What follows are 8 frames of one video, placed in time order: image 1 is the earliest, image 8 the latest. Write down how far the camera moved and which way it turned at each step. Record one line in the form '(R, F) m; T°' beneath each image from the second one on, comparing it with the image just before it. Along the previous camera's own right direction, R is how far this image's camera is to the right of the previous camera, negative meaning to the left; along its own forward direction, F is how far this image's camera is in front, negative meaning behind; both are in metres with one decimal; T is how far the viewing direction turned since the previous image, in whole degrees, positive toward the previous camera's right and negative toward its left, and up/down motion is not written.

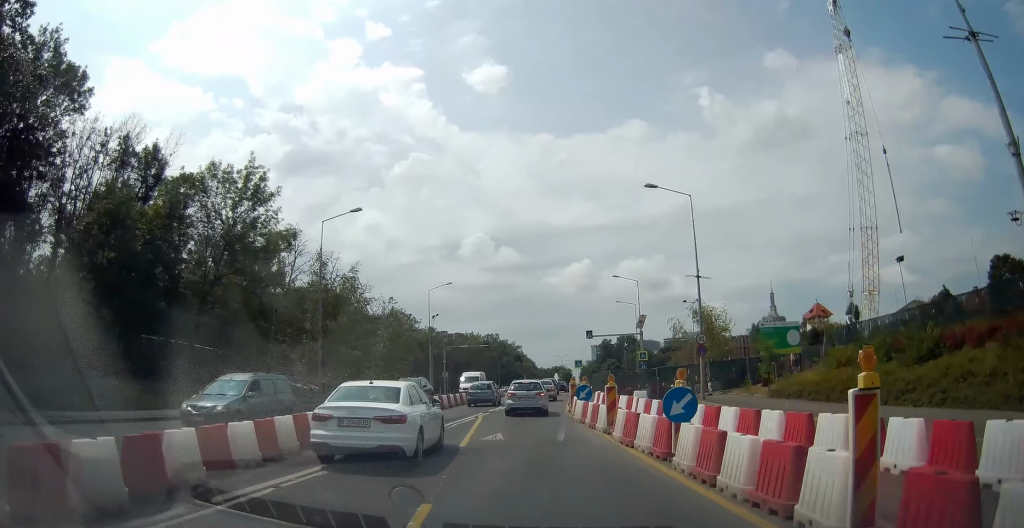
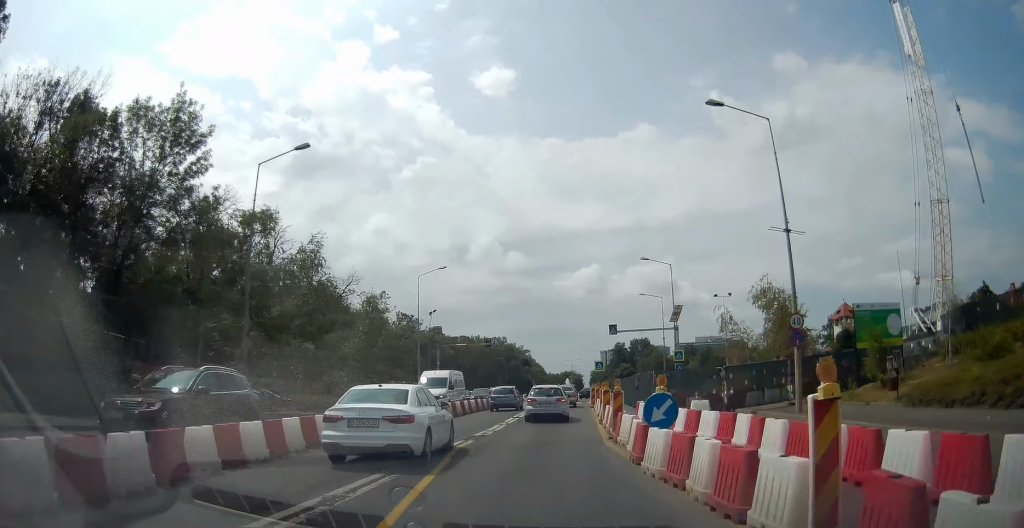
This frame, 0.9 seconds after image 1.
(-0.1, +12.2) m; 0°
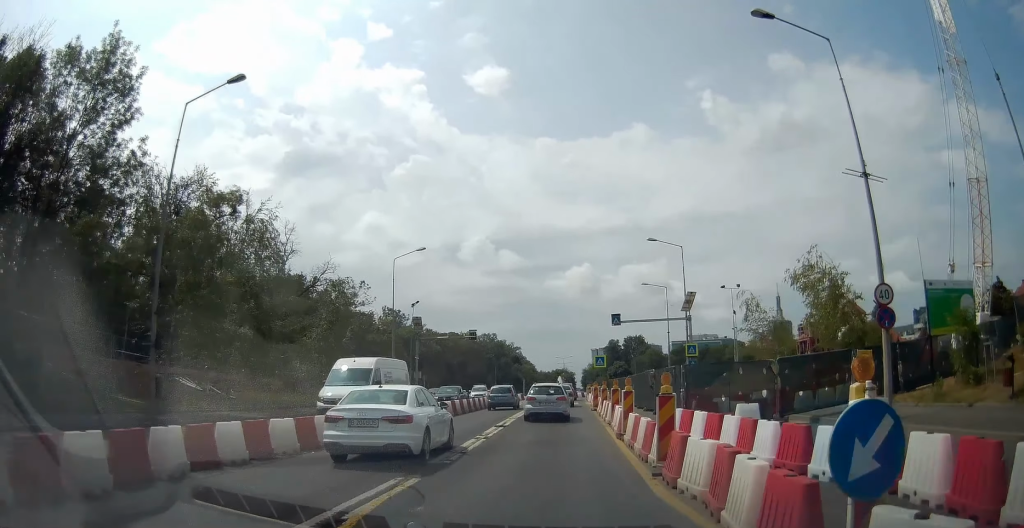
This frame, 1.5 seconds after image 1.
(0.0, +7.3) m; 0°
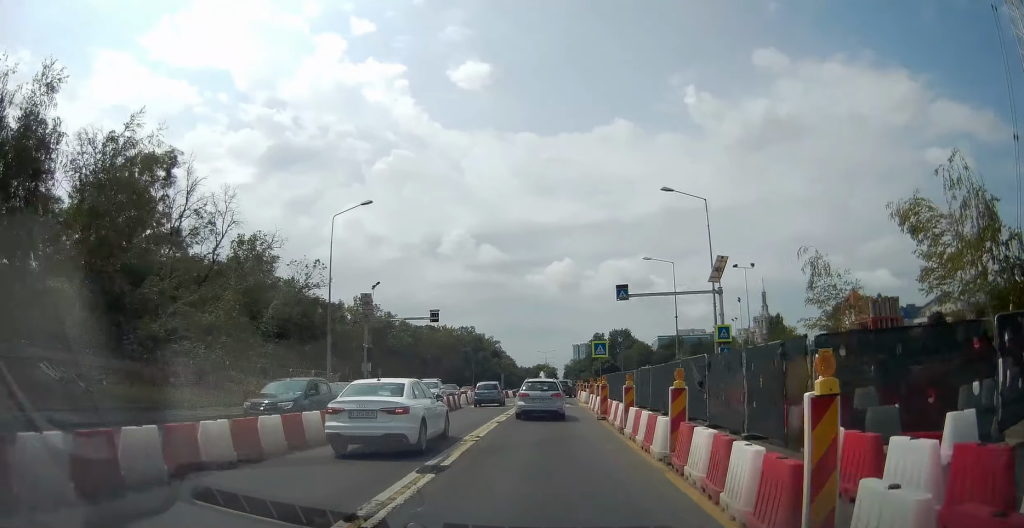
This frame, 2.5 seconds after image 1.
(+0.1, +11.5) m; +2°
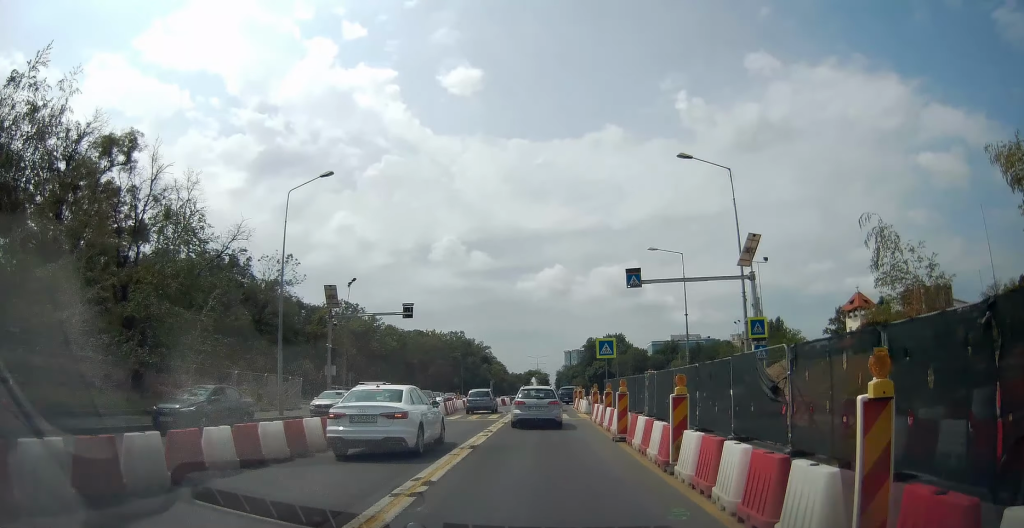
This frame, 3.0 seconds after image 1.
(+0.2, +6.2) m; +1°
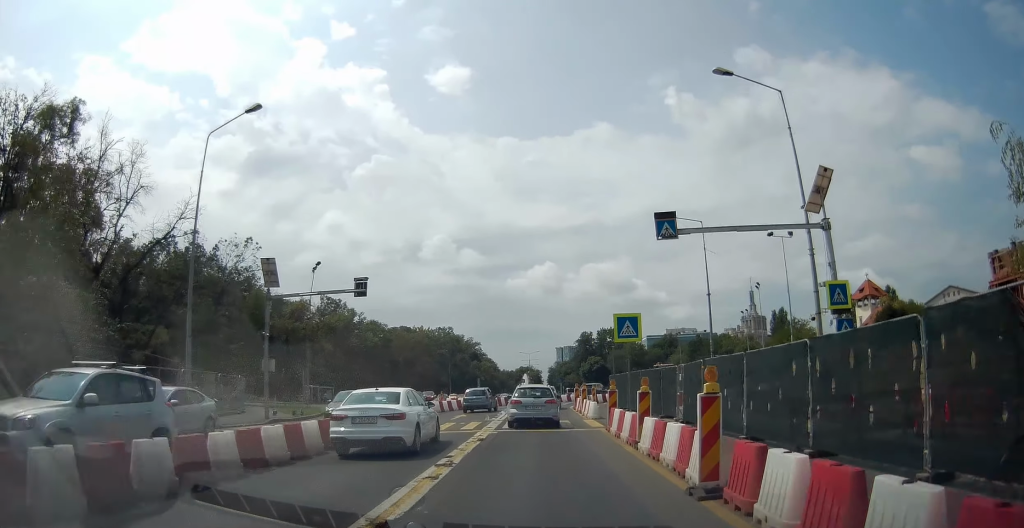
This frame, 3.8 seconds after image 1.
(+0.1, +8.3) m; +1°
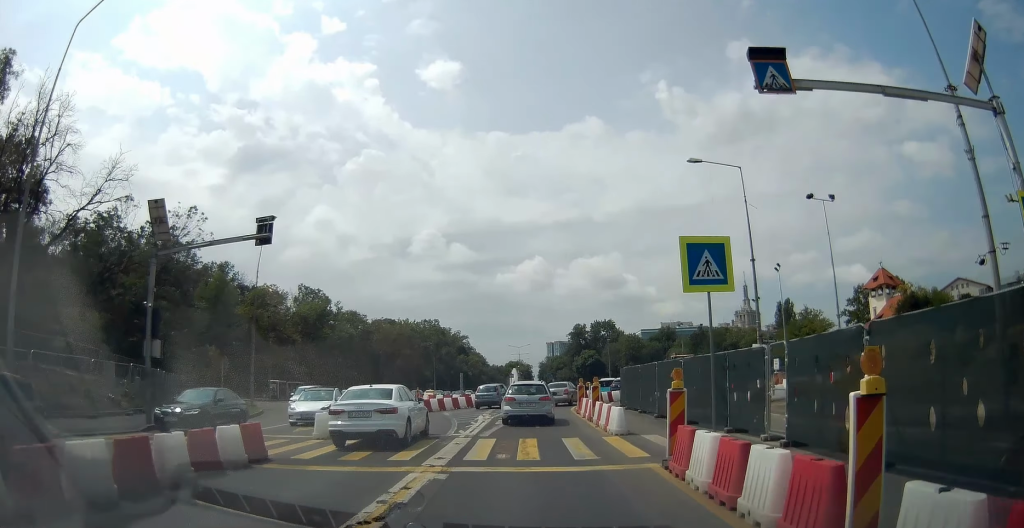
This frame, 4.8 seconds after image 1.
(0.0, +9.5) m; 0°
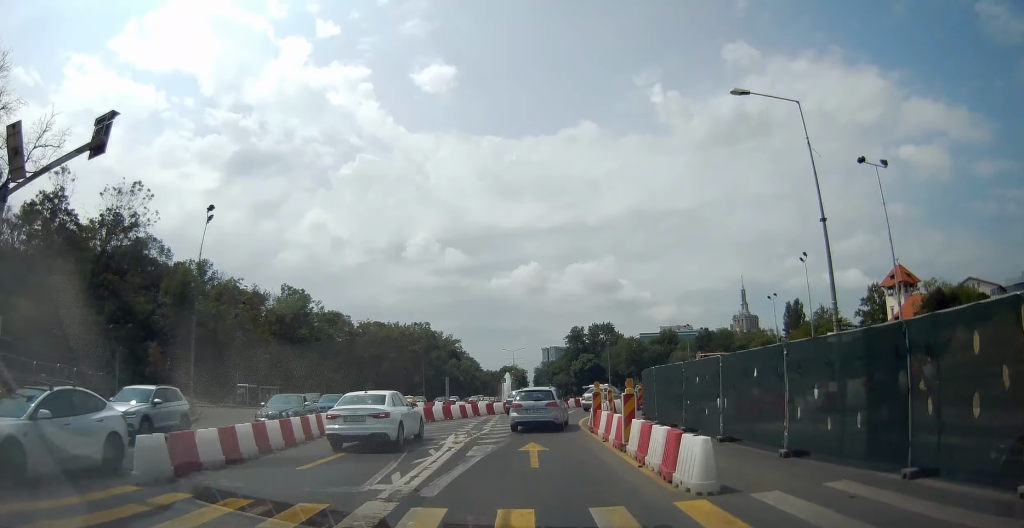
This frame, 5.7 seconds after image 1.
(0.0, +8.1) m; 0°
